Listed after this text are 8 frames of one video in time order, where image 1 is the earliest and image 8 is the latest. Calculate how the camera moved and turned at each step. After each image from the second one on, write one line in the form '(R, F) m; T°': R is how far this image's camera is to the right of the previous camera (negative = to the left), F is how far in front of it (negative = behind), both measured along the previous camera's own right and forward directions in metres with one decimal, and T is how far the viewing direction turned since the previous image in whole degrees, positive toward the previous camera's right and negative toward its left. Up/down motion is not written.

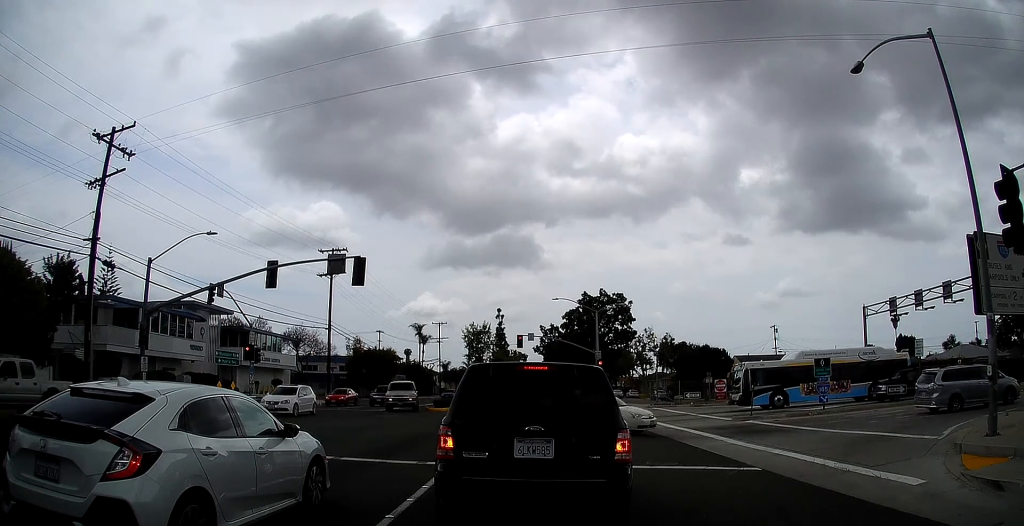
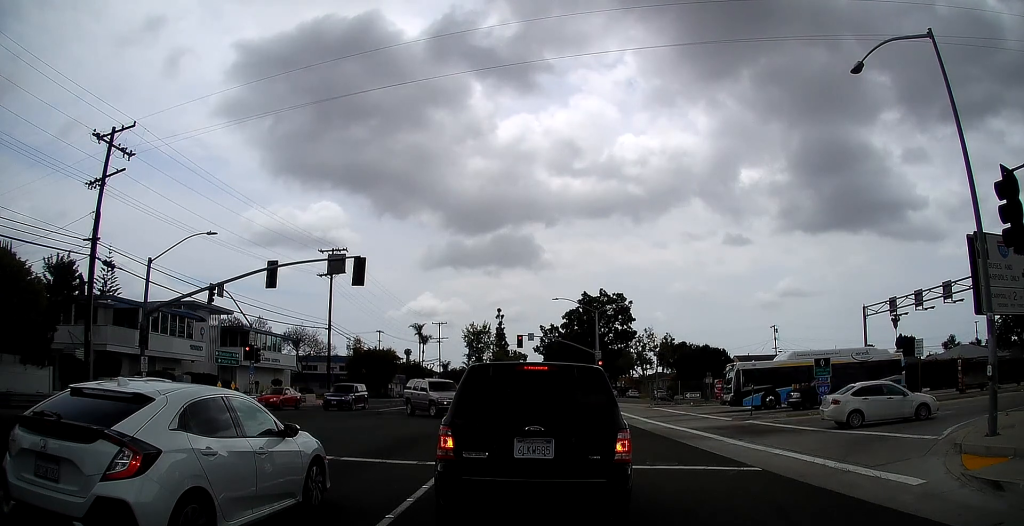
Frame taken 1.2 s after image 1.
(0.0, 0.0) m; 0°
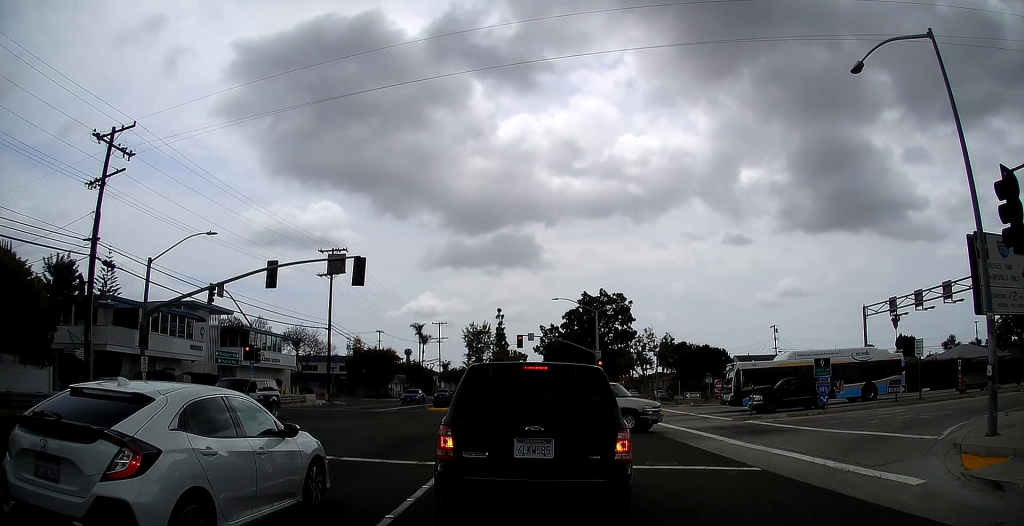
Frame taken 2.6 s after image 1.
(0.0, 0.0) m; 0°
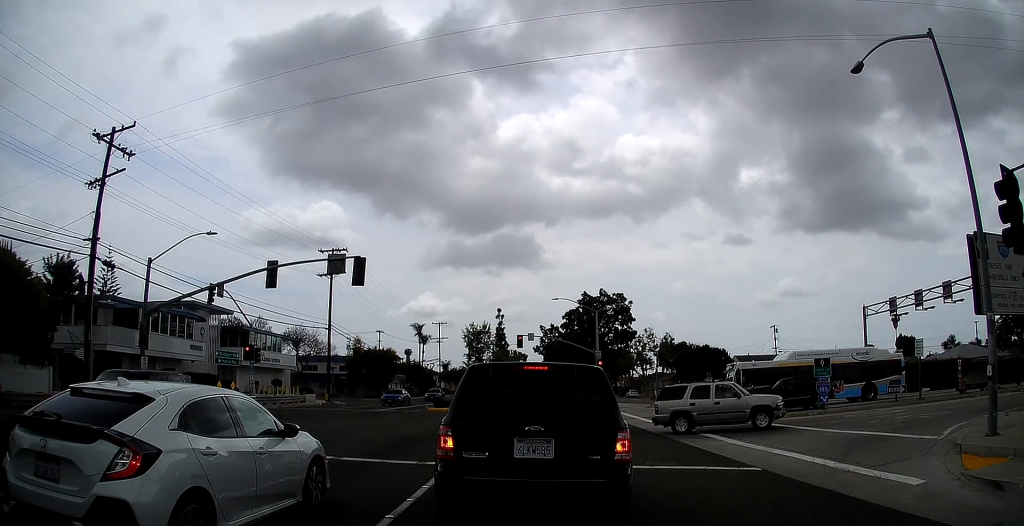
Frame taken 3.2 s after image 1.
(0.0, 0.0) m; 0°
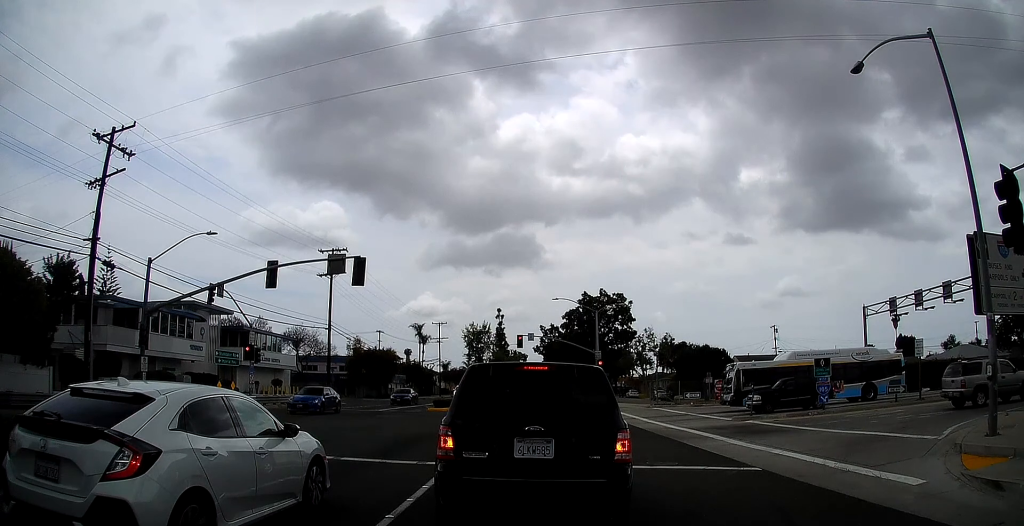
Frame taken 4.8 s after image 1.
(0.0, 0.0) m; 0°
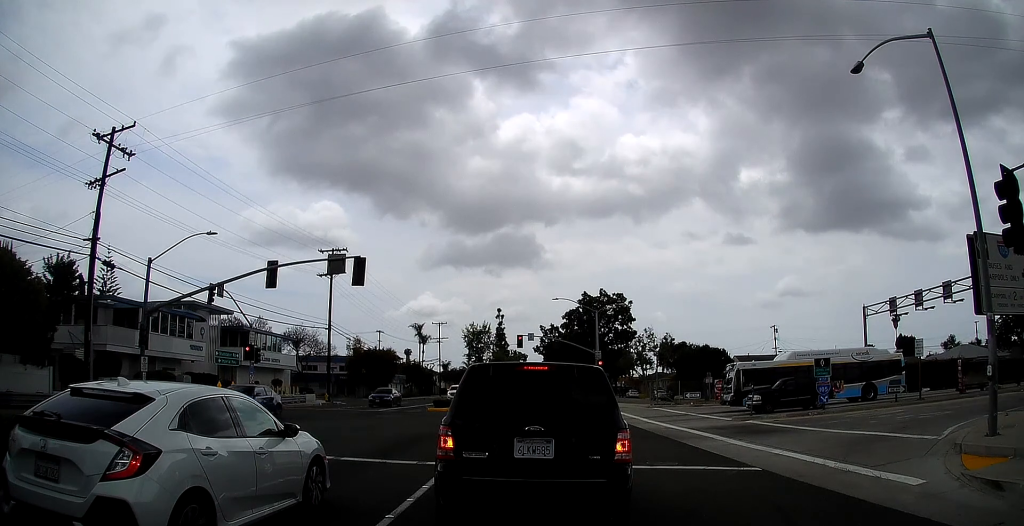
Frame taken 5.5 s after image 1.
(0.0, 0.0) m; 0°
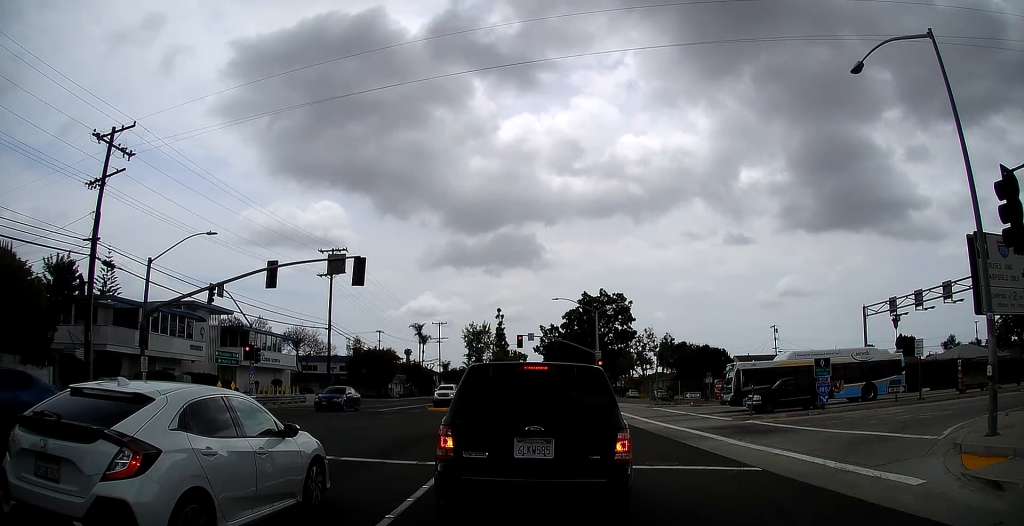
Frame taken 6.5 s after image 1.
(0.0, 0.0) m; 0°
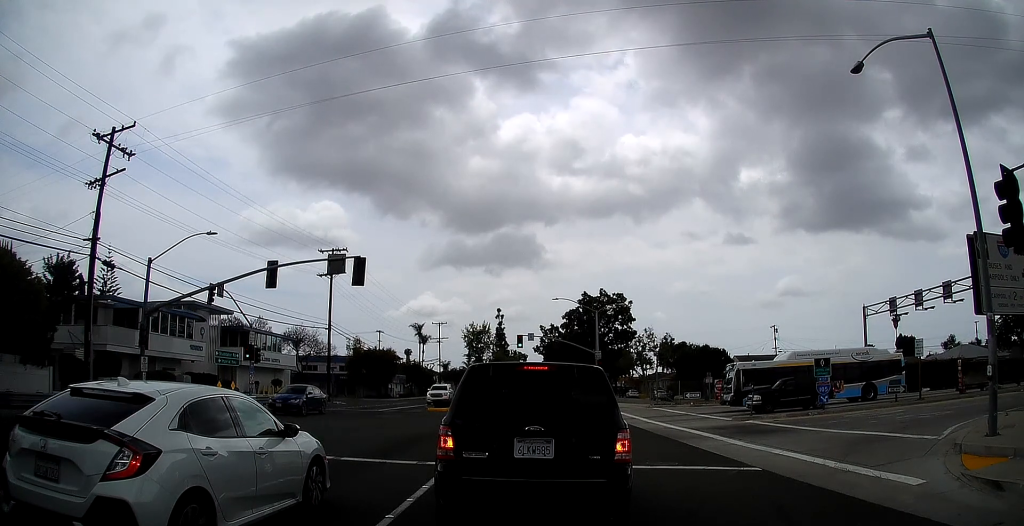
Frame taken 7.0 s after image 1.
(0.0, 0.0) m; 0°
